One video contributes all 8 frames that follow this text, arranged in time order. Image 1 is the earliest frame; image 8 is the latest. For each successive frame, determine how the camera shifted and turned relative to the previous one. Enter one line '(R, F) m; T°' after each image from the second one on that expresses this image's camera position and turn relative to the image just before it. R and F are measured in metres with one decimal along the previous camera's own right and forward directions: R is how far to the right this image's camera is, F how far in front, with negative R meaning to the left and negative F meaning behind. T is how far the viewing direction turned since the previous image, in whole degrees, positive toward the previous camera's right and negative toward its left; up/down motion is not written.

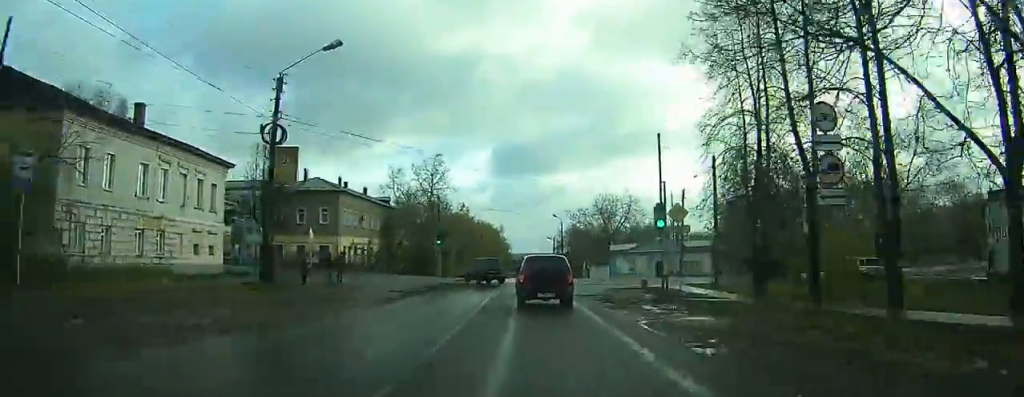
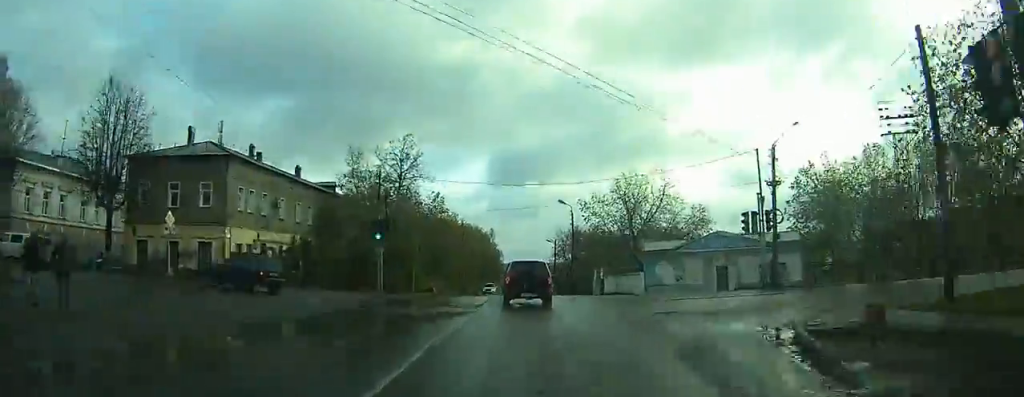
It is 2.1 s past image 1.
(+0.3, +23.6) m; 0°
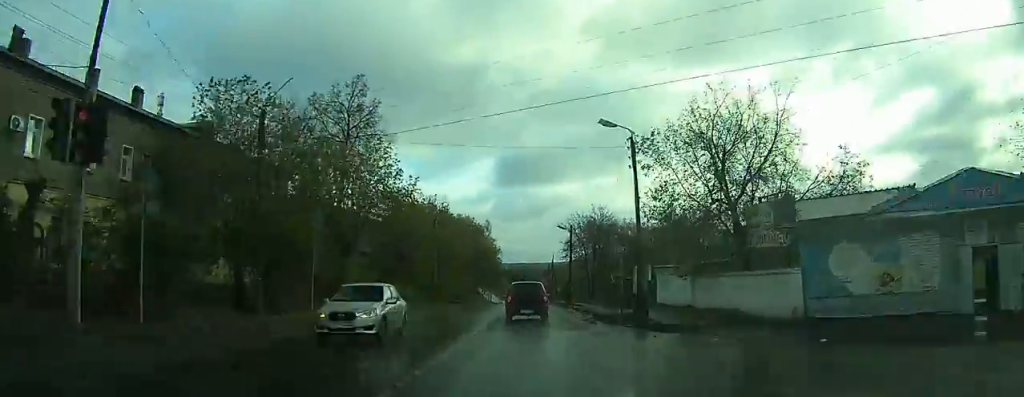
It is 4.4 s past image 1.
(-0.5, +26.6) m; -1°
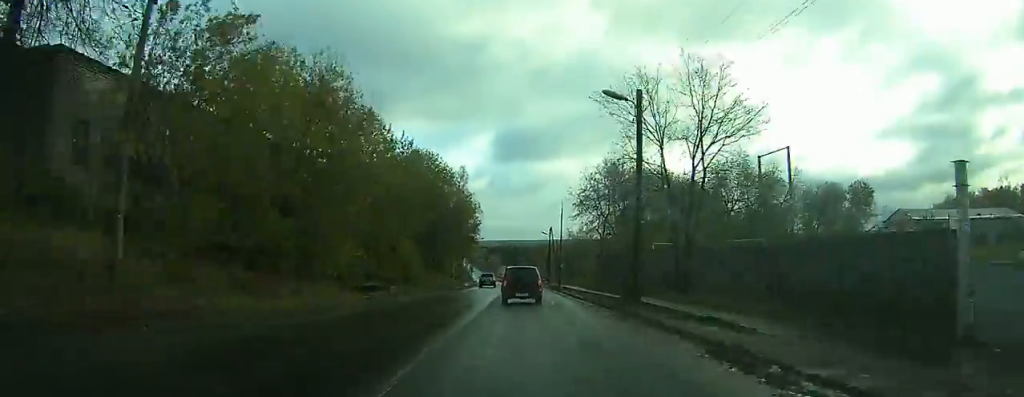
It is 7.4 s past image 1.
(+0.4, +39.5) m; +1°
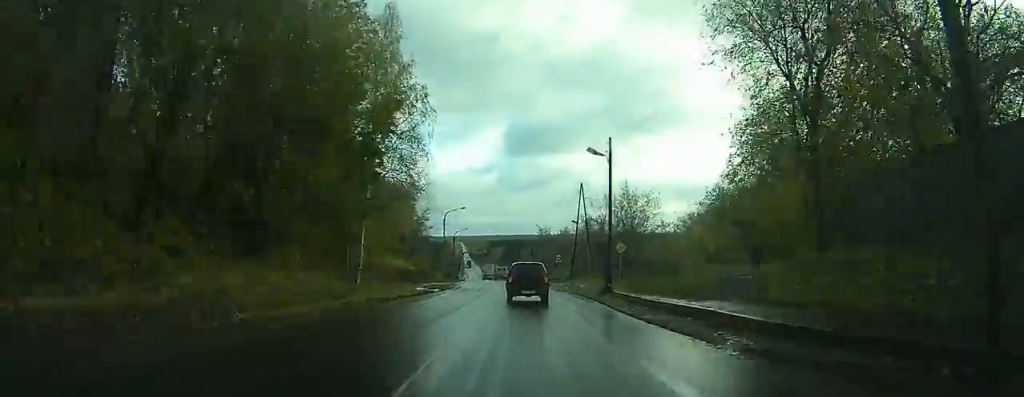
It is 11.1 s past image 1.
(+0.3, +54.0) m; 0°
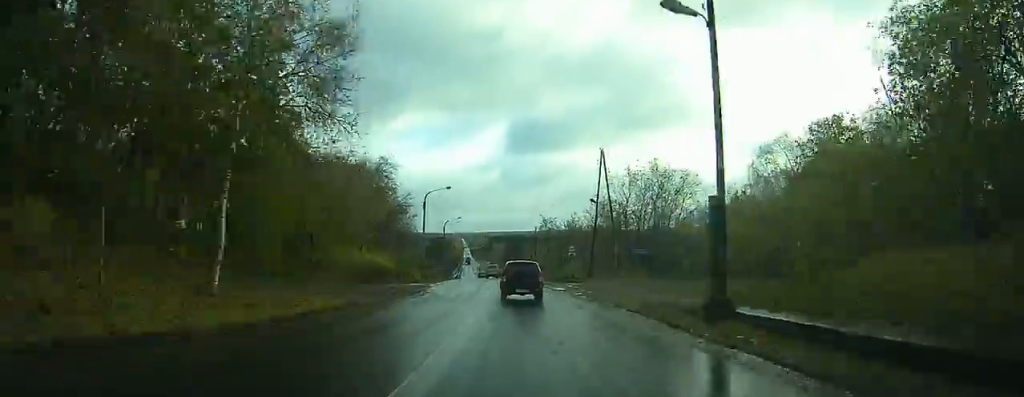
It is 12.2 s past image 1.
(+0.2, +17.6) m; 0°
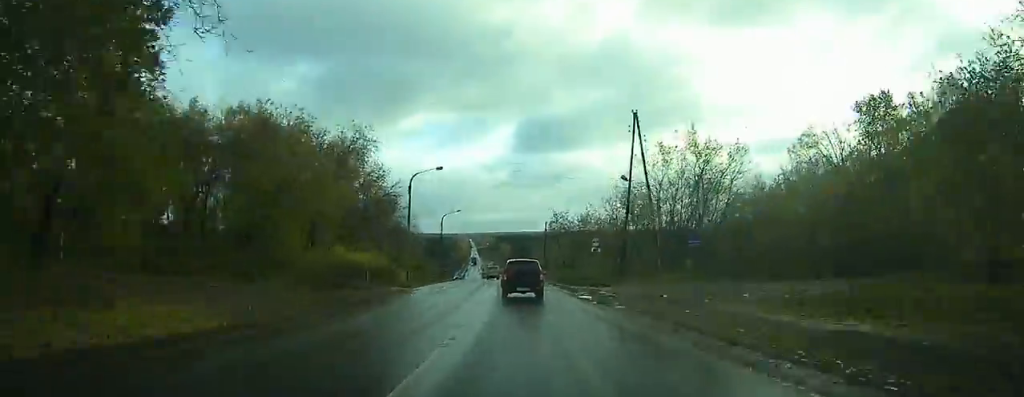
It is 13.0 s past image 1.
(-0.1, +12.7) m; -1°
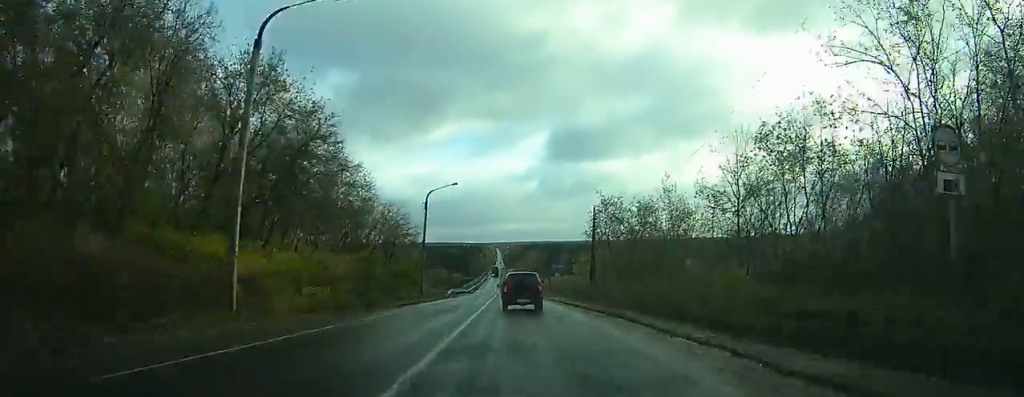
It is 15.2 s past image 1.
(-0.7, +35.5) m; -2°
